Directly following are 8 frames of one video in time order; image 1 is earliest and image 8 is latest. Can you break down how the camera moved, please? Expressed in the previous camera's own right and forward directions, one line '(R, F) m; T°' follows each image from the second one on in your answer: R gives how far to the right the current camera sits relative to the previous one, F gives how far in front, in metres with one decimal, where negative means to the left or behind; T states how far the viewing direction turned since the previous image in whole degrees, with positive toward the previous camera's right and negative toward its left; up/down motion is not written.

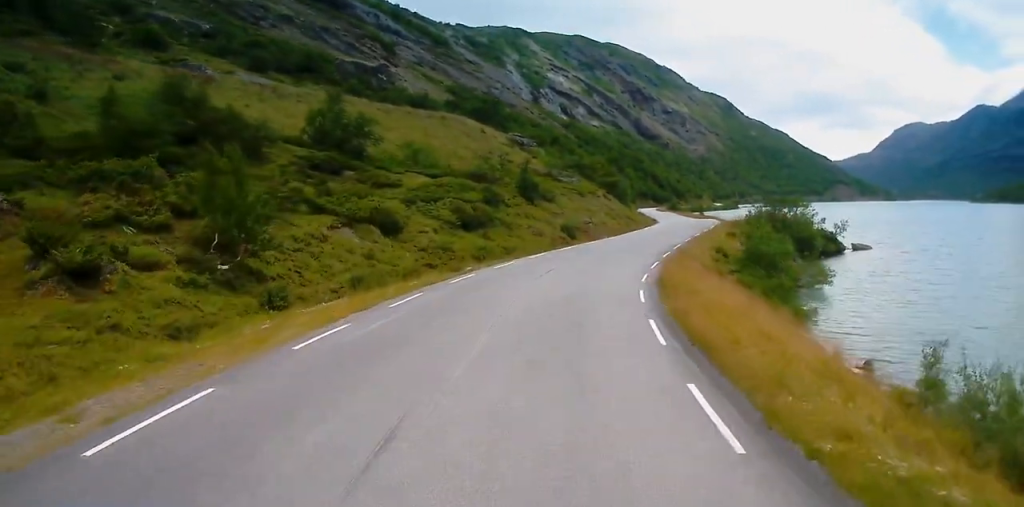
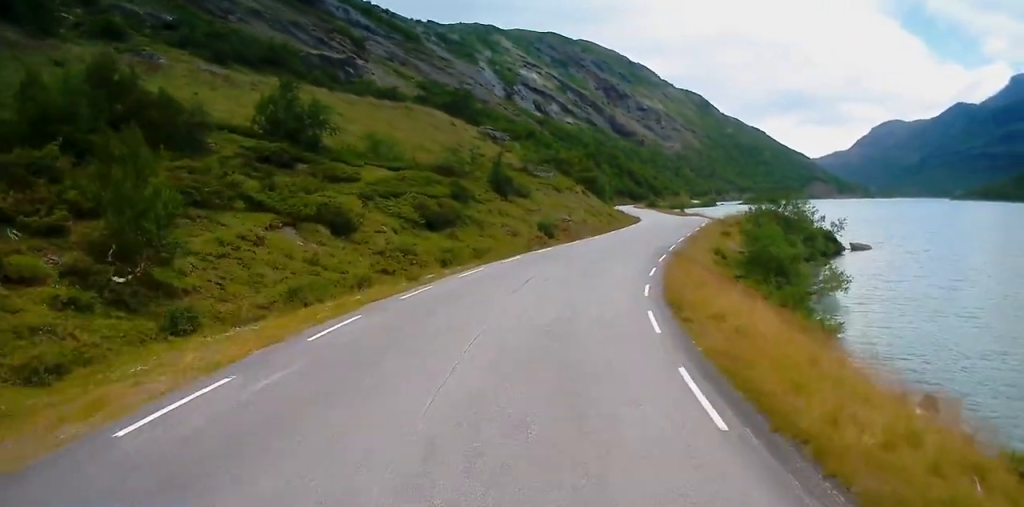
(+0.2, +5.4) m; +2°
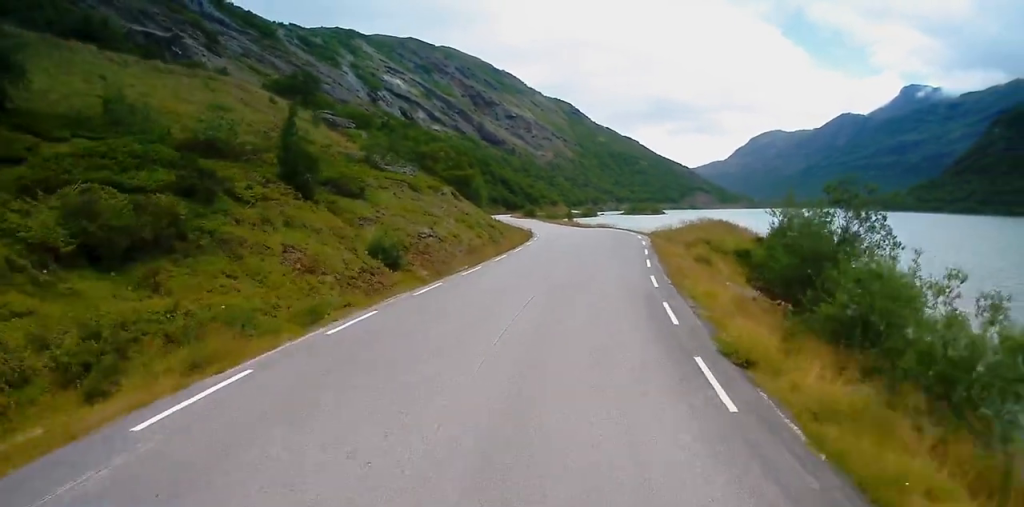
(+0.5, +23.5) m; +7°
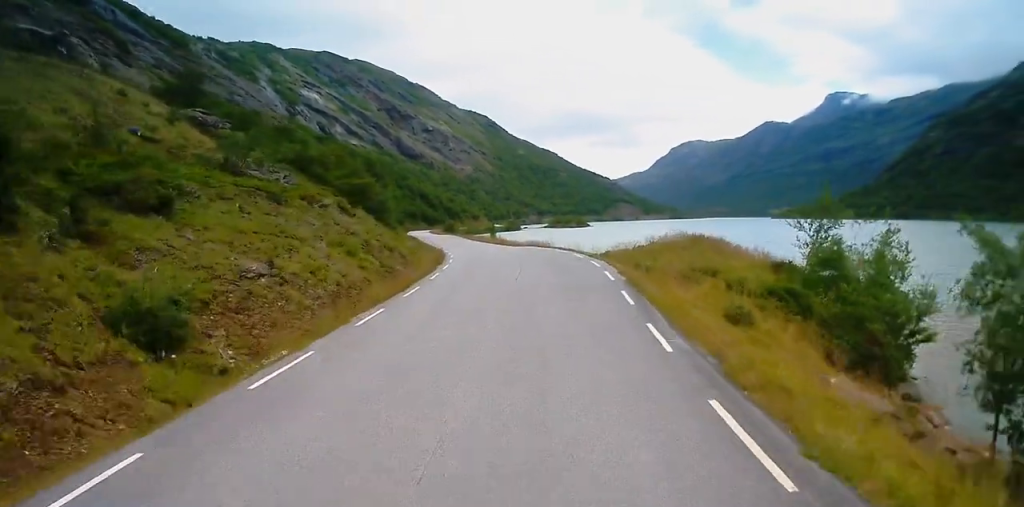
(+1.2, +14.7) m; +6°
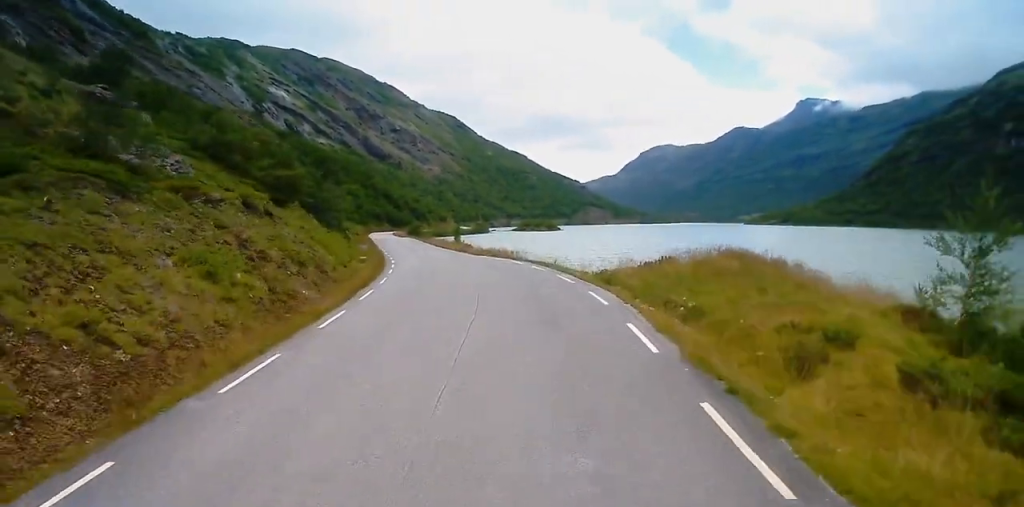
(+0.2, +12.4) m; +1°
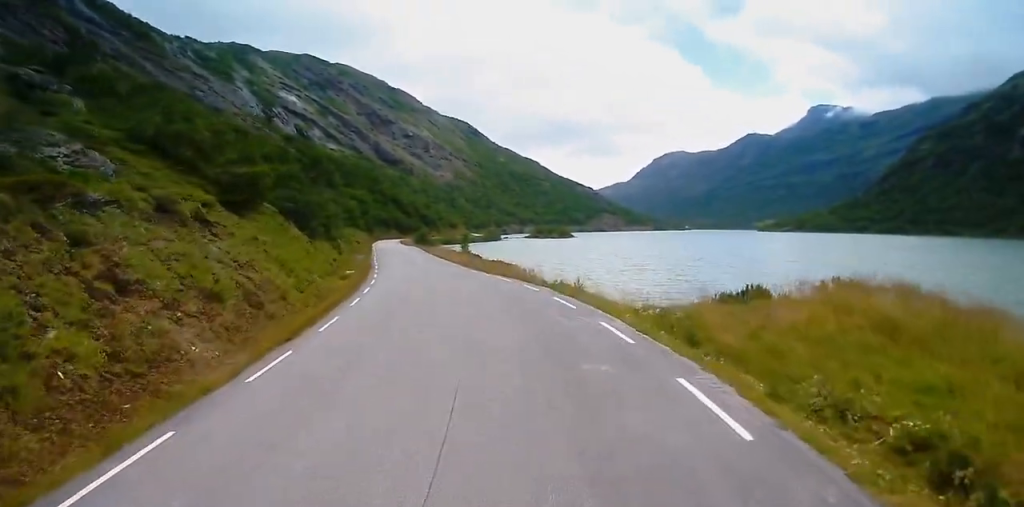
(0.0, +10.6) m; -1°
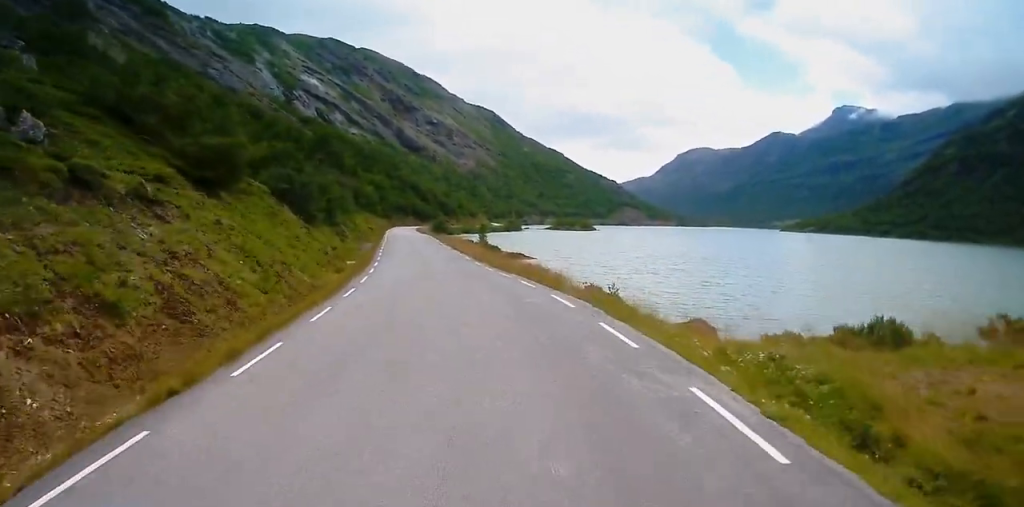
(0.0, +6.9) m; -1°
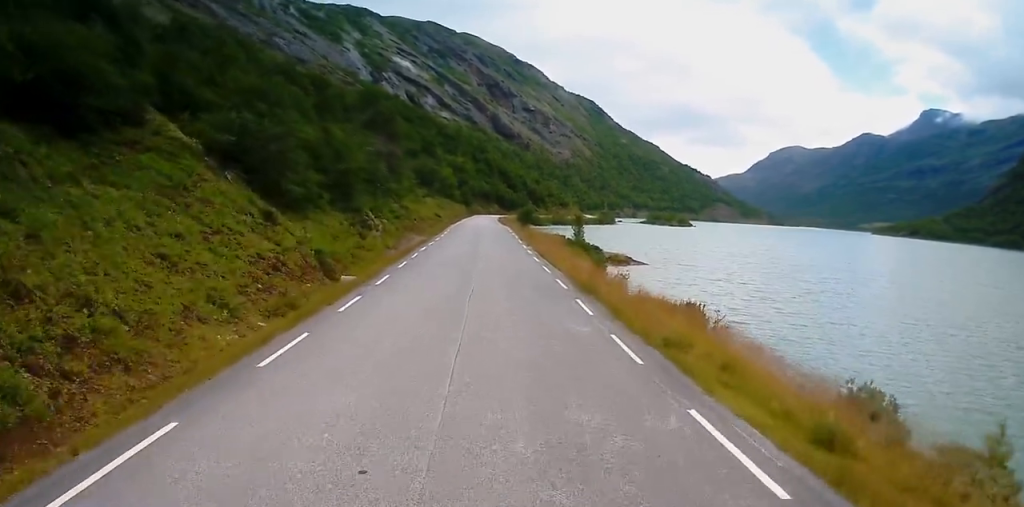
(-2.1, +24.4) m; -7°
